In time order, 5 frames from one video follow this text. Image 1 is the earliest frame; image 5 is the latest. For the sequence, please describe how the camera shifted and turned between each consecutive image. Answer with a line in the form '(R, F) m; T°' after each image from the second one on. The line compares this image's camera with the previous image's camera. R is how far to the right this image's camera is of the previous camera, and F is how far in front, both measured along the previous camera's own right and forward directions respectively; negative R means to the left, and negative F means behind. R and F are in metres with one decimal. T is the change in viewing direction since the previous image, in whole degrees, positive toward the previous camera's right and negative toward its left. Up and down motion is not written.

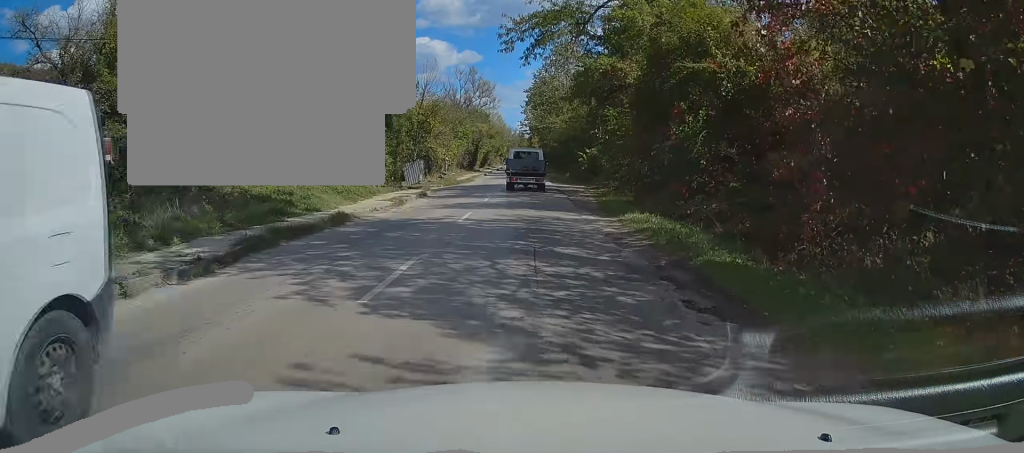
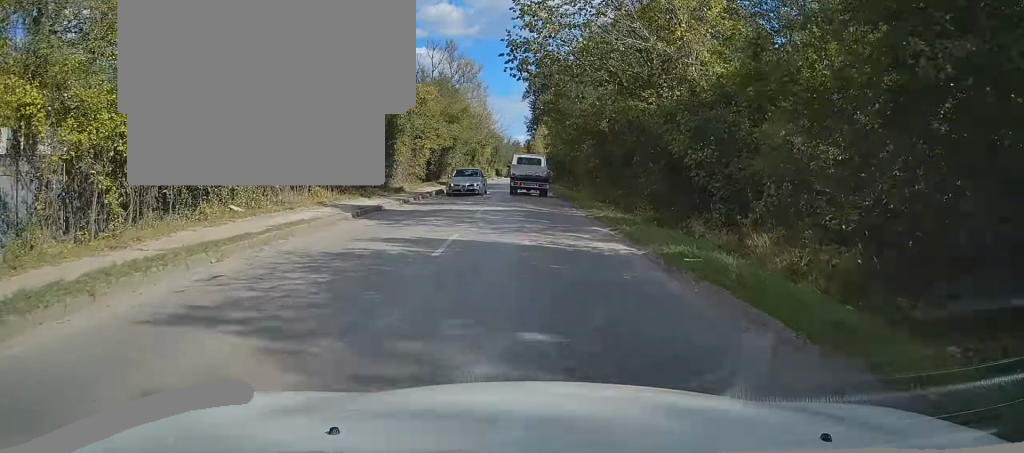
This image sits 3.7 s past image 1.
(+0.7, +49.2) m; +2°
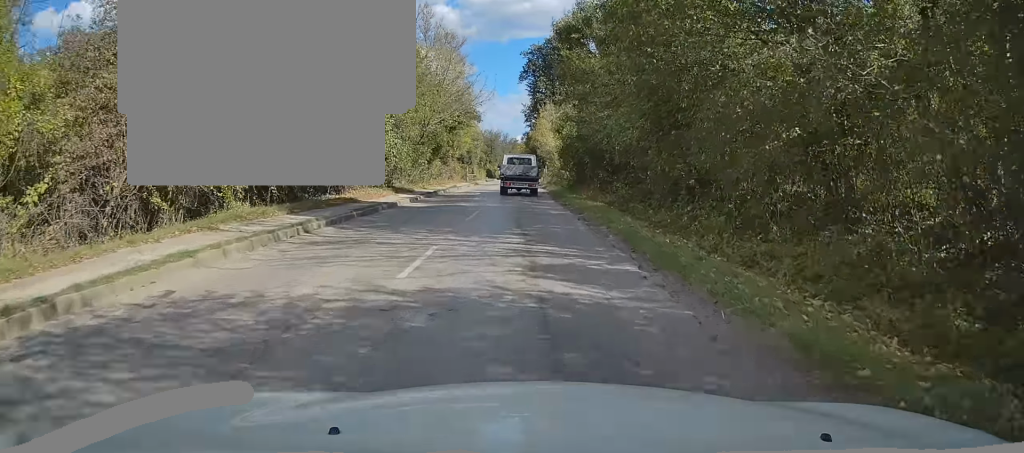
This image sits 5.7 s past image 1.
(+0.1, +29.3) m; 0°
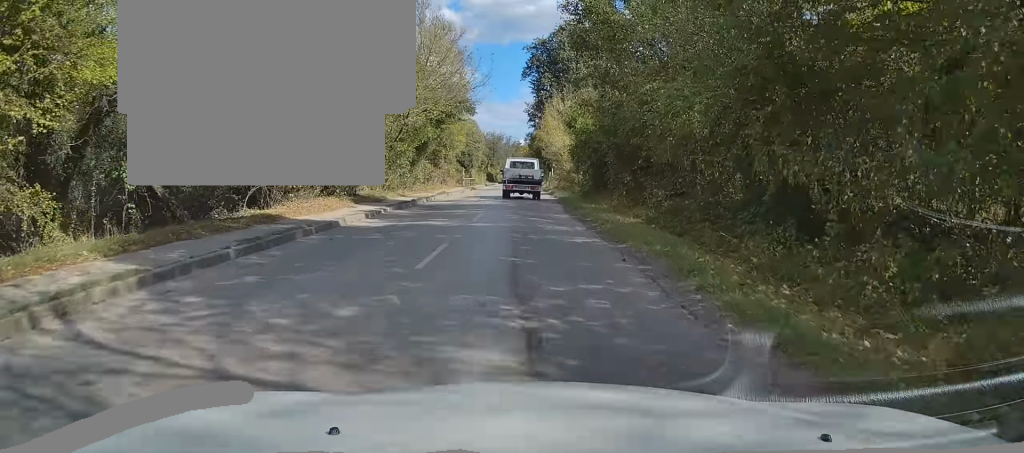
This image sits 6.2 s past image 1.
(-0.2, +7.7) m; -1°
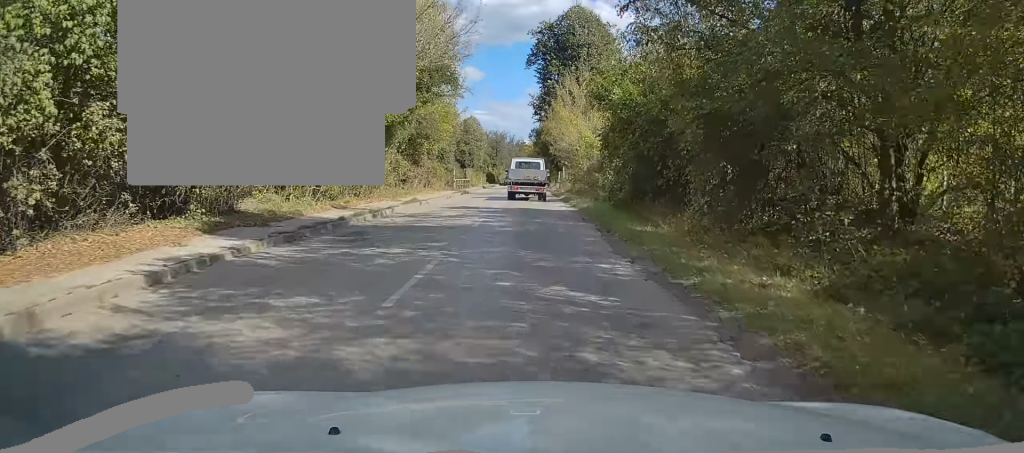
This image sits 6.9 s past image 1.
(-0.1, +11.4) m; -1°
